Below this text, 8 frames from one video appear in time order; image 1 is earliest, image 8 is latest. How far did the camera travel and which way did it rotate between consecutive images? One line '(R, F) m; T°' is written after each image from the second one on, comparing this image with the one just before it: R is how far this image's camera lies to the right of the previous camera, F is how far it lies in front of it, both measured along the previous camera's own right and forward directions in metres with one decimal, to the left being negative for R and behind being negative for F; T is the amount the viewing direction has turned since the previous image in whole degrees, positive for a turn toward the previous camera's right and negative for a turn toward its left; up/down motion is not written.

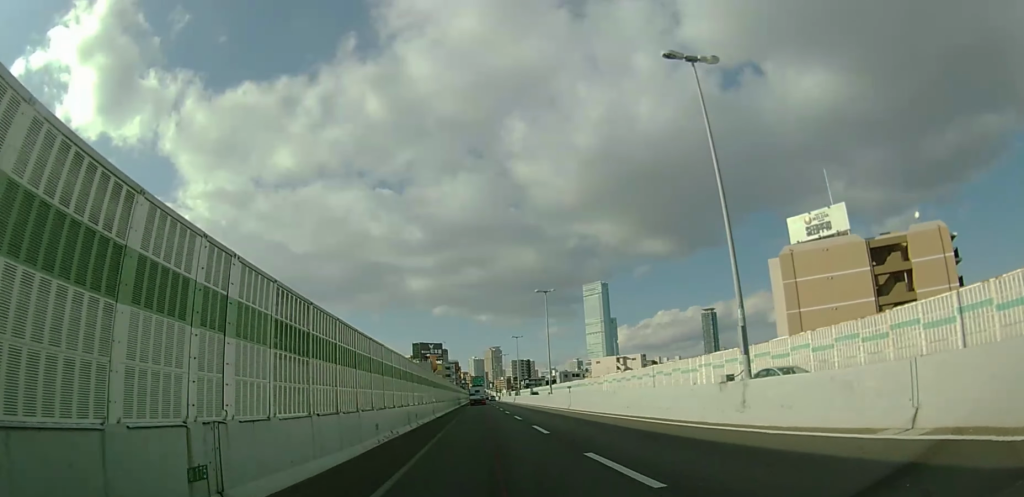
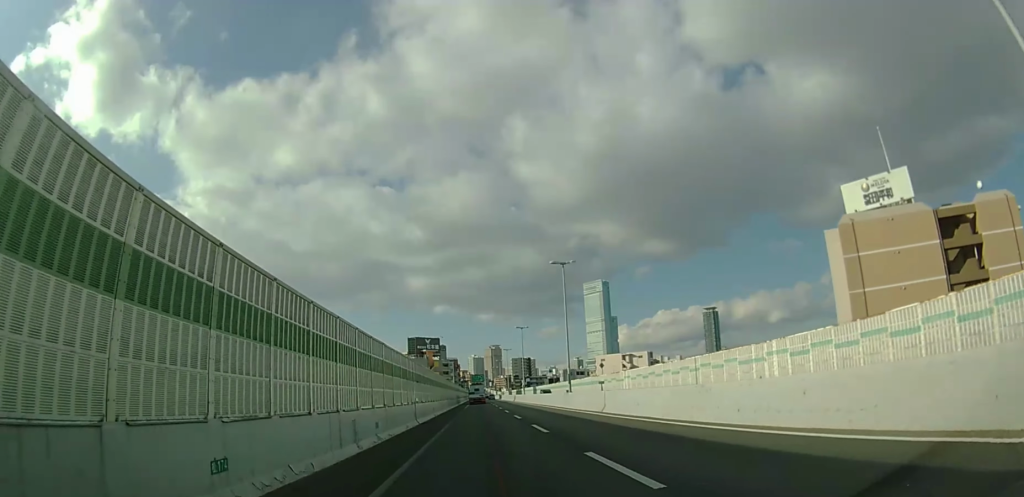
(0.0, +9.8) m; 0°
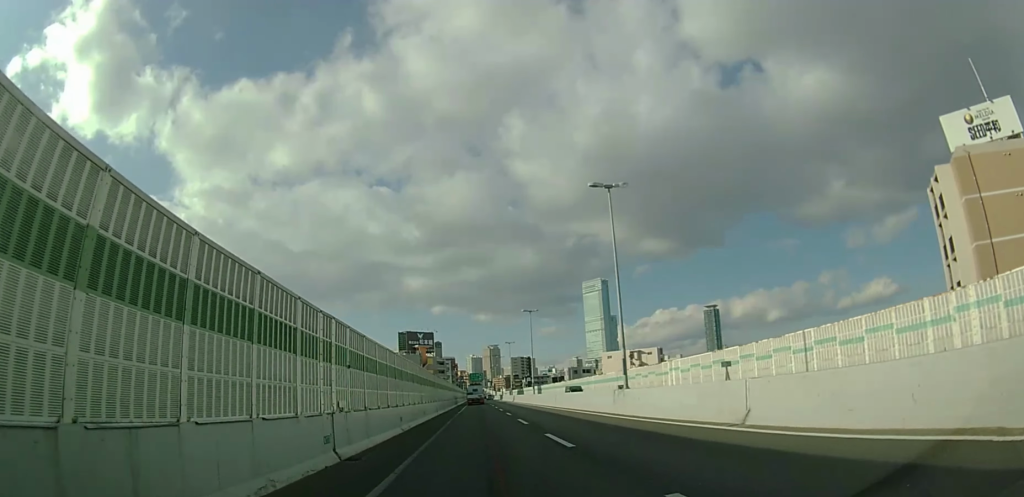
(+0.1, +14.7) m; 0°
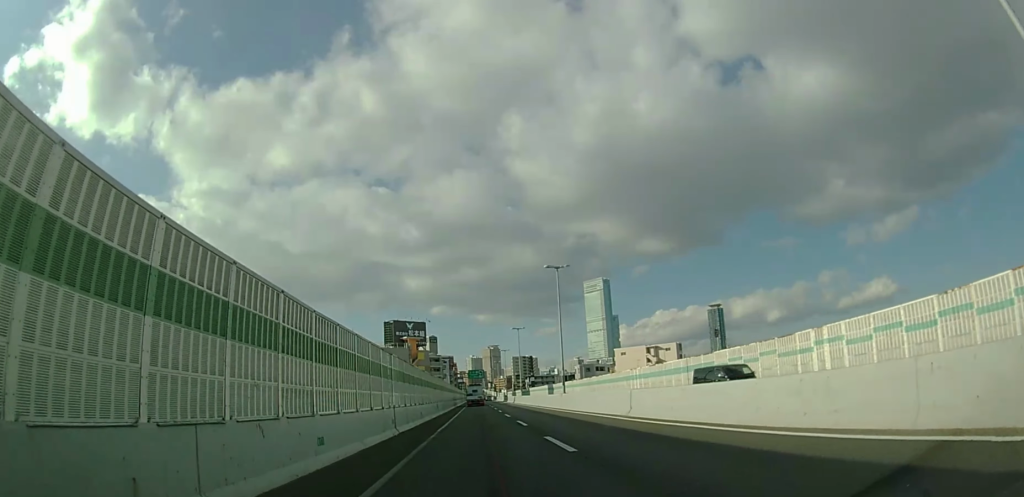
(0.0, +20.2) m; 0°
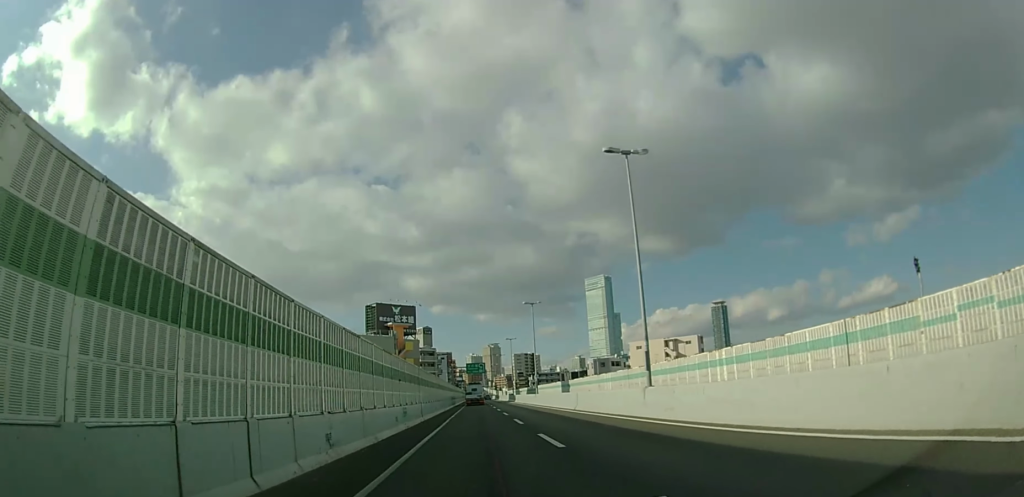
(+0.1, +19.5) m; 0°
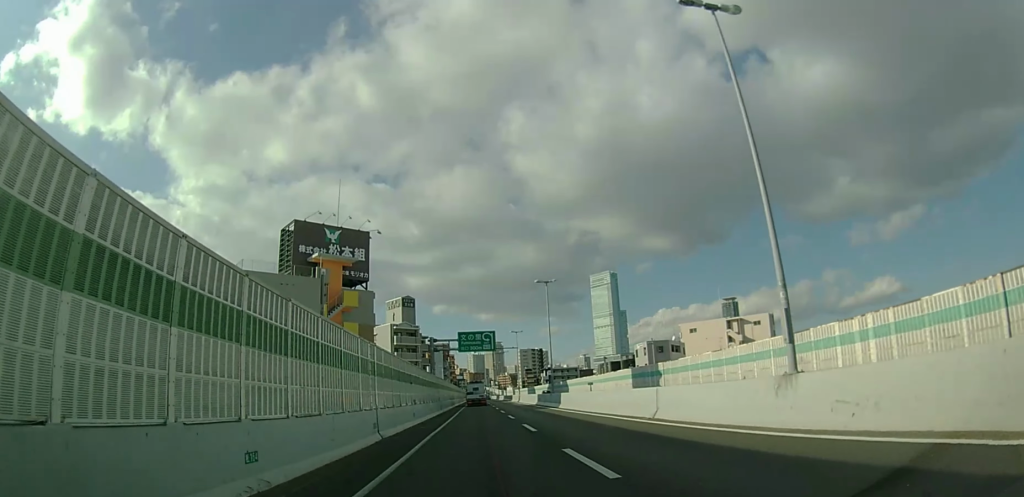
(-0.3, +44.3) m; 0°
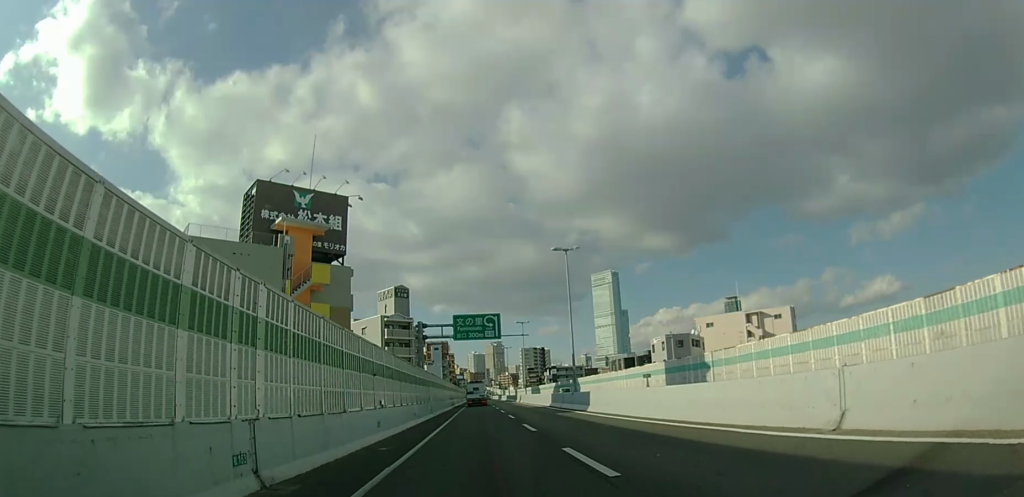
(0.0, +9.6) m; 0°
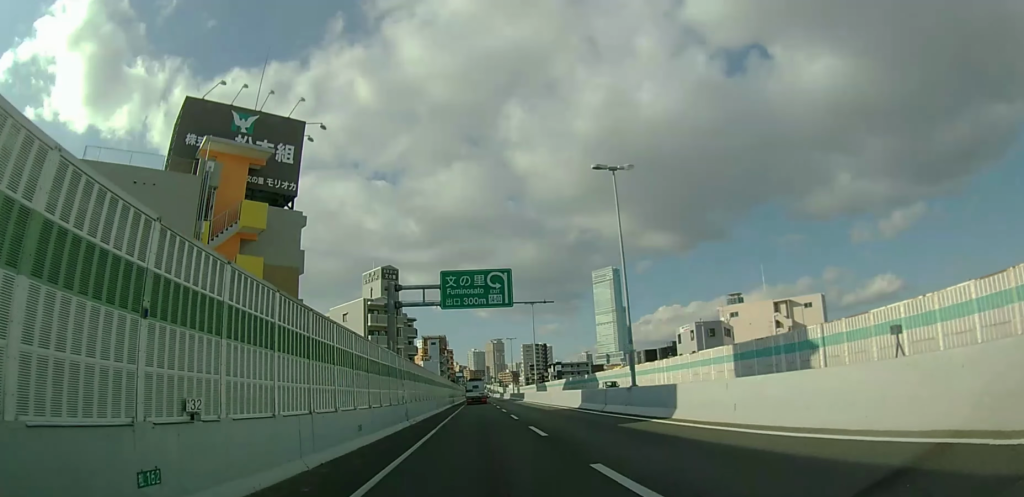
(0.0, +12.3) m; 0°
